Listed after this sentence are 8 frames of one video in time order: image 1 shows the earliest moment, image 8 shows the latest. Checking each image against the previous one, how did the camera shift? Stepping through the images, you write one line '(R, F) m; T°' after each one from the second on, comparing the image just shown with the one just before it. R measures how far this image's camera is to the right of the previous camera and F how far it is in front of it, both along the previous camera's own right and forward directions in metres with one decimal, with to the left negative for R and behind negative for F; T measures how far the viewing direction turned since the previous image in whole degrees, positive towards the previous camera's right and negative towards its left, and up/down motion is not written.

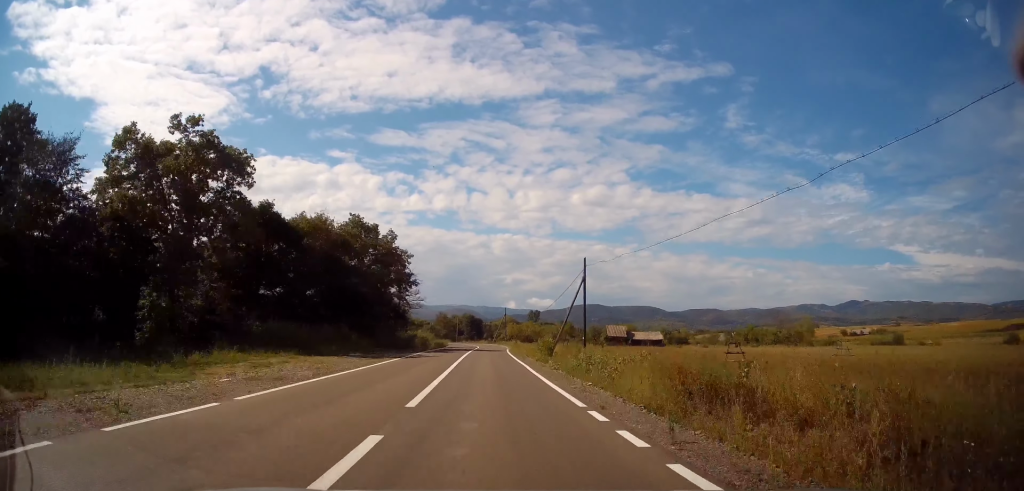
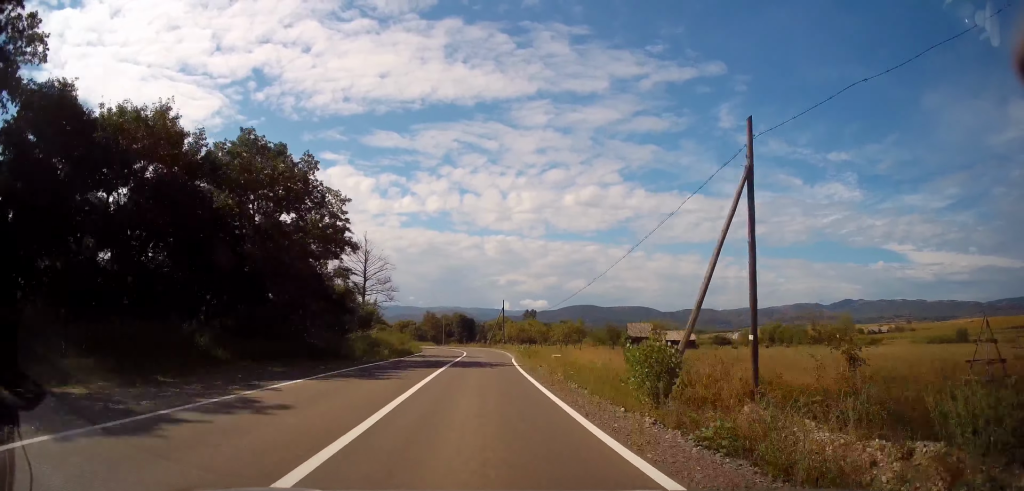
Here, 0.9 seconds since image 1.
(-0.2, +22.8) m; -1°
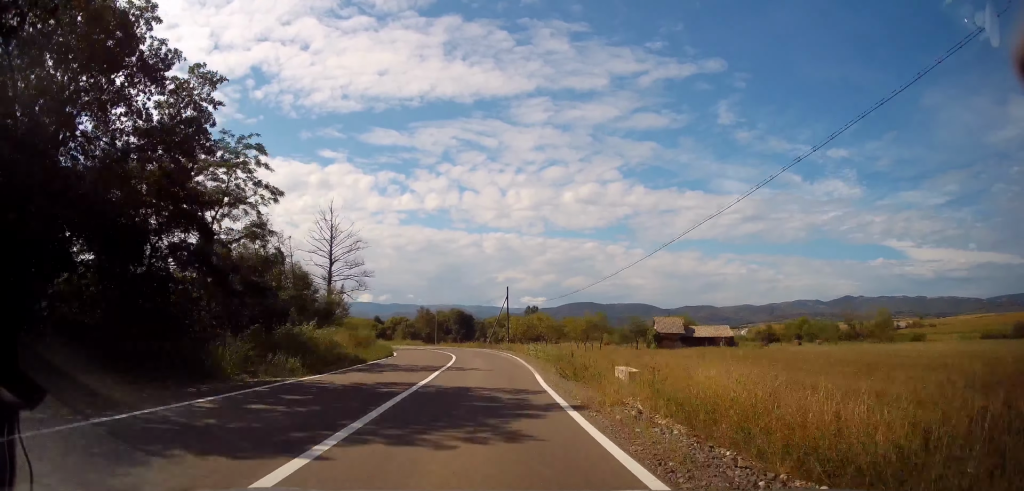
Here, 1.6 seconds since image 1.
(-0.1, +16.1) m; 0°
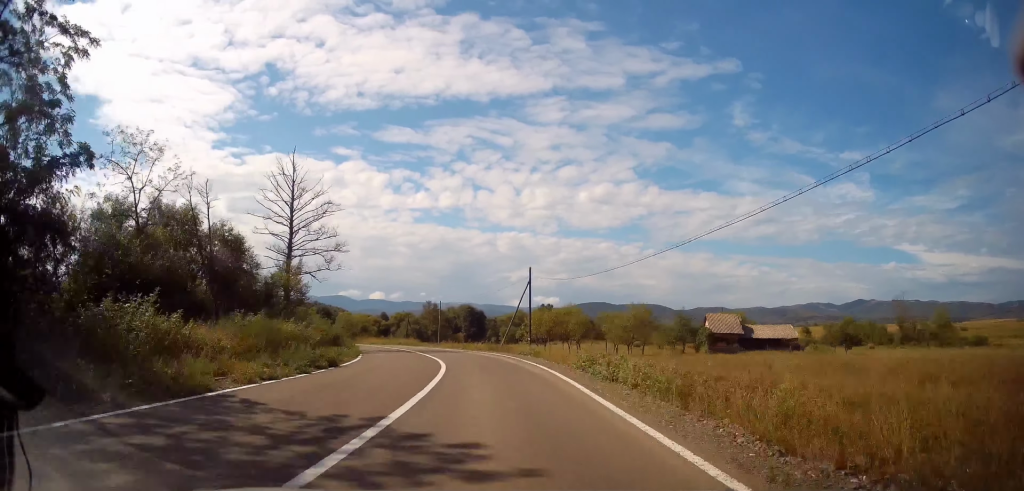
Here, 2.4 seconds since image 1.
(0.0, +16.1) m; -1°
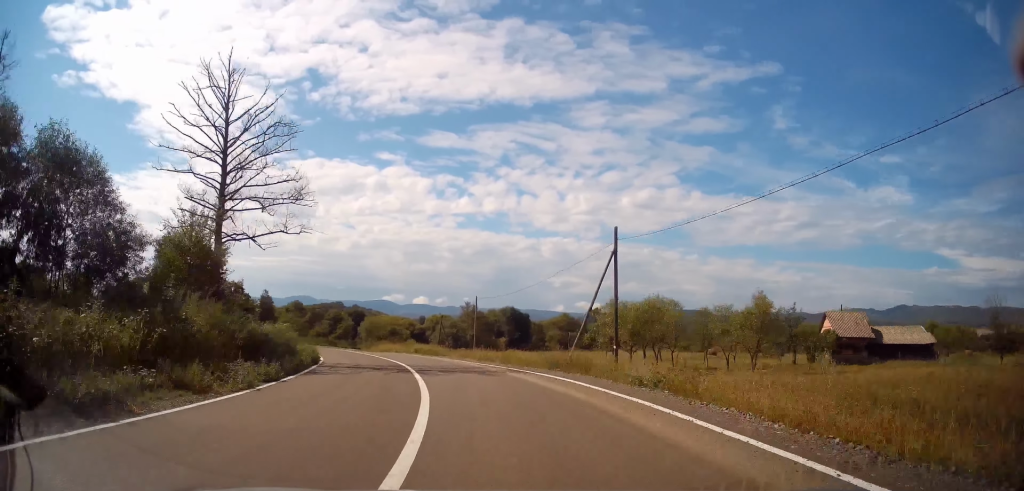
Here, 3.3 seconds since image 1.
(0.0, +18.5) m; -3°
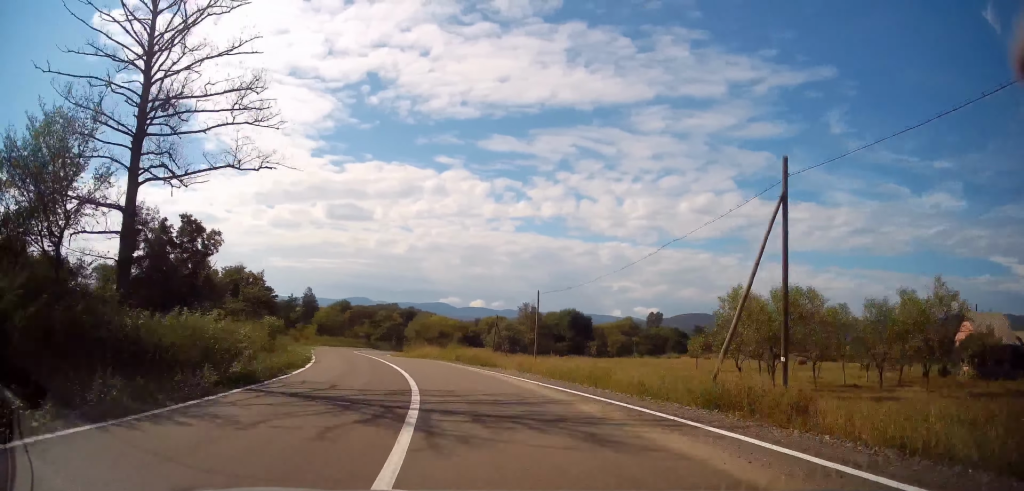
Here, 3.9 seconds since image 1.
(-0.4, +11.5) m; -6°
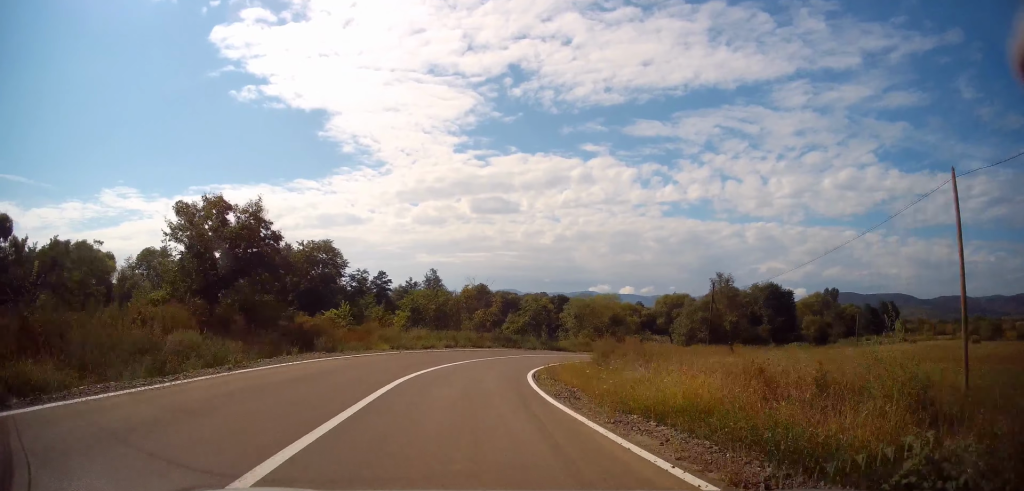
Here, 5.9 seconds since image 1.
(-6.0, +34.2) m; -15°
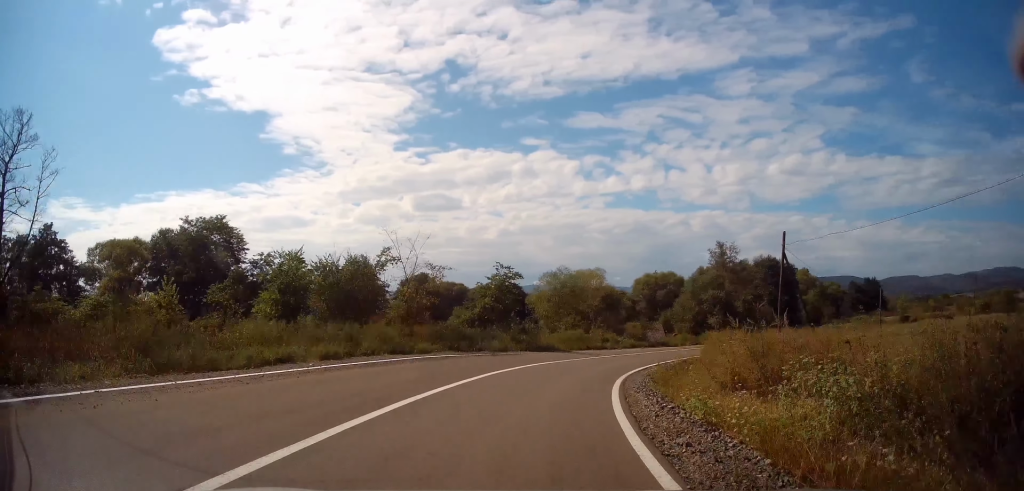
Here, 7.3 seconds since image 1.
(+0.1, +22.2) m; +4°
